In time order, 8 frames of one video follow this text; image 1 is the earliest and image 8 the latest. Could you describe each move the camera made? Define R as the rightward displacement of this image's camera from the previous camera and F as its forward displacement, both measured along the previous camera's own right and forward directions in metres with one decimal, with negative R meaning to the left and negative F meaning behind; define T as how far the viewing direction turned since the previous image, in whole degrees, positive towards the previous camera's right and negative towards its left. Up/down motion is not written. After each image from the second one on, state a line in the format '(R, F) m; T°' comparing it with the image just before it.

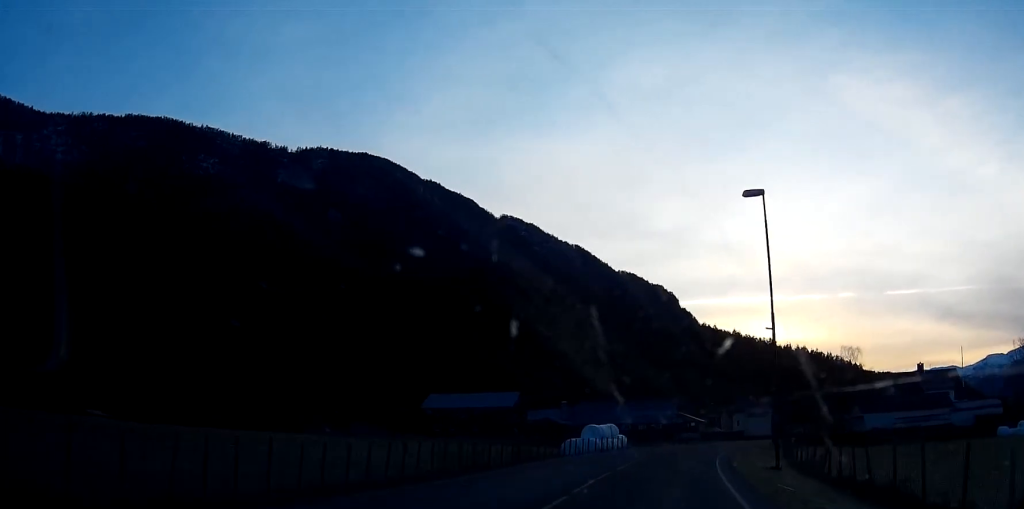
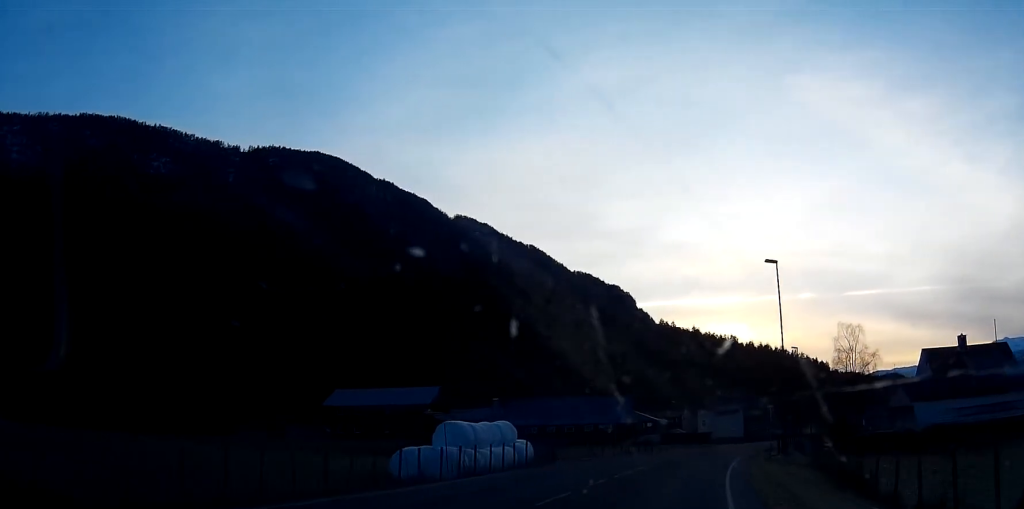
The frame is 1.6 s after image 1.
(+0.3, +26.6) m; +3°
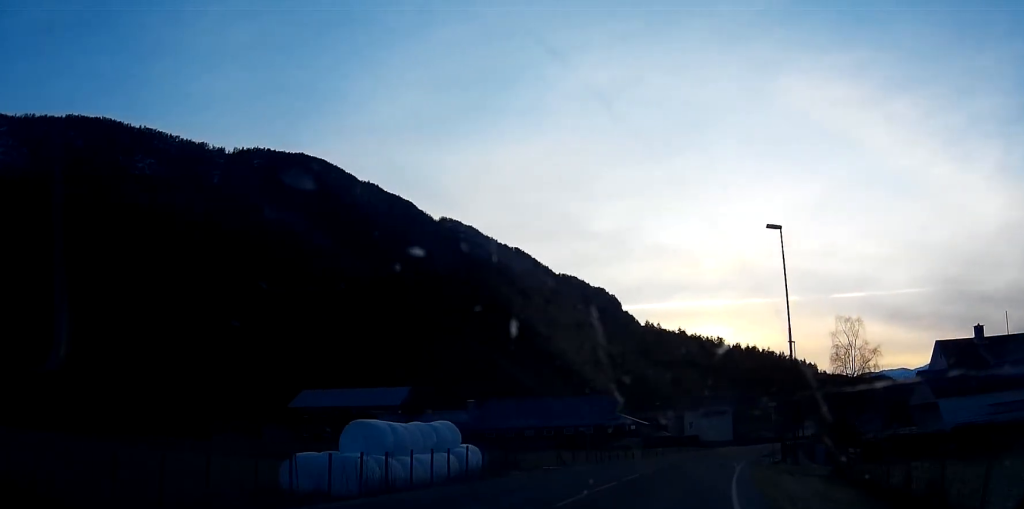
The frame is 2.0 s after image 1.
(+0.2, +7.3) m; +2°
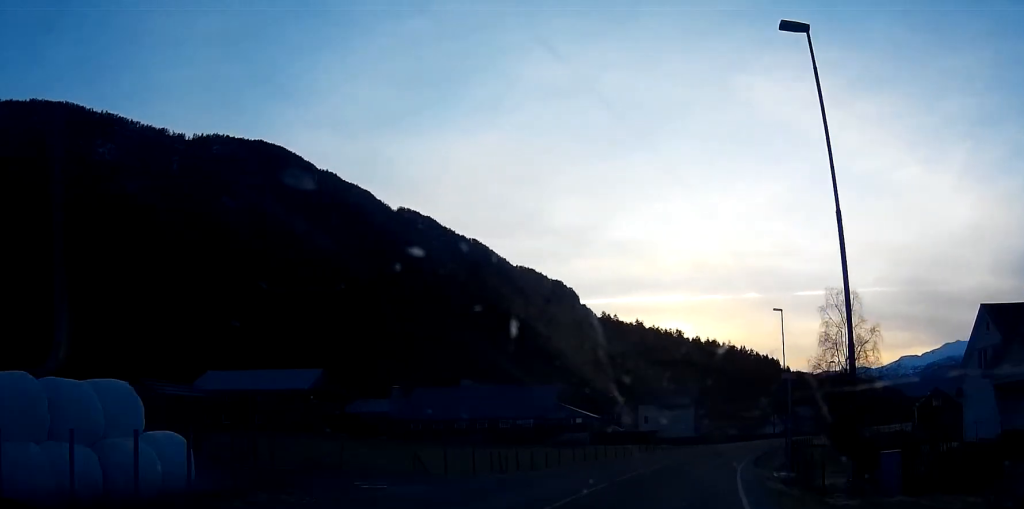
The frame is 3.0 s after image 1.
(+0.5, +16.9) m; +4°
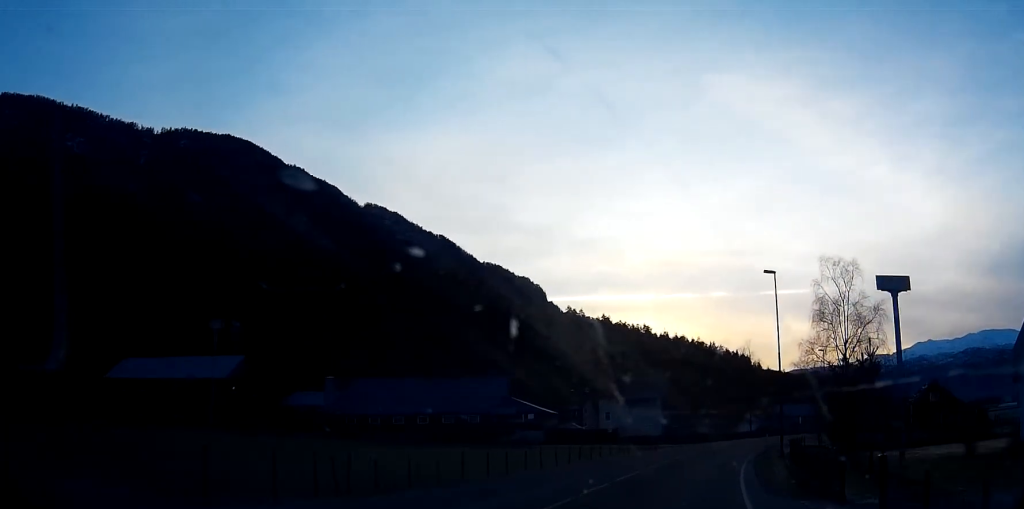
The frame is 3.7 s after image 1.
(+0.3, +12.4) m; +3°
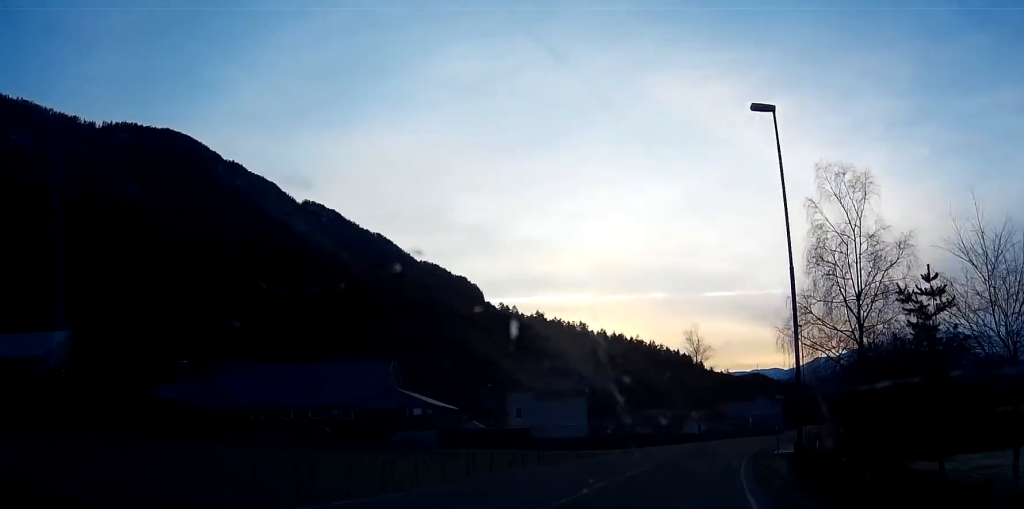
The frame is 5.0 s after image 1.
(+0.8, +21.7) m; +4°
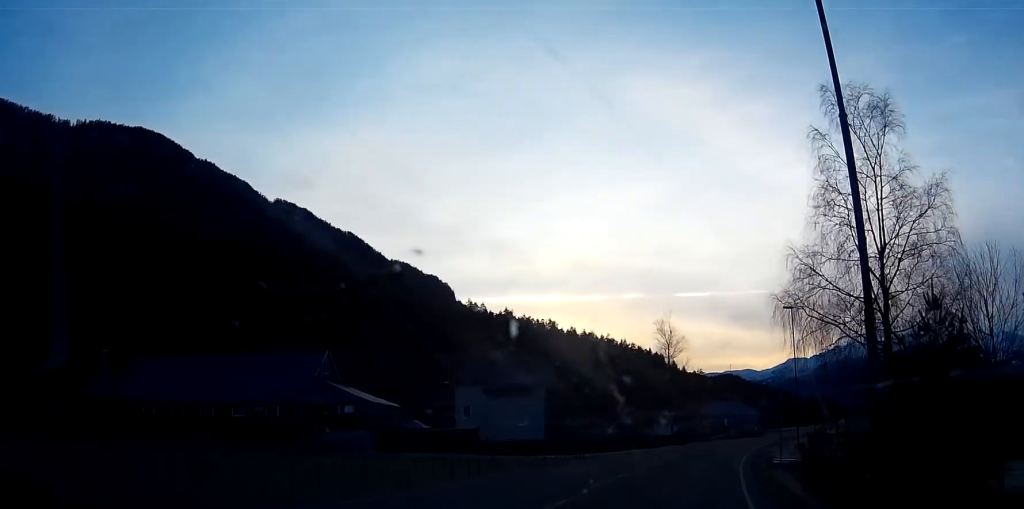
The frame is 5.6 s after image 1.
(0.0, +9.8) m; +2°
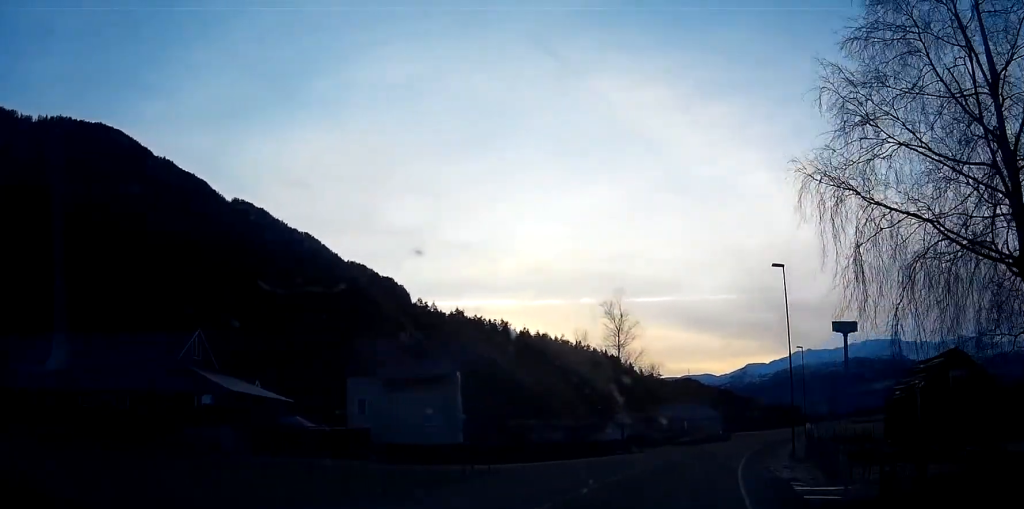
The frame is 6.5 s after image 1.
(+0.6, +15.7) m; +3°
